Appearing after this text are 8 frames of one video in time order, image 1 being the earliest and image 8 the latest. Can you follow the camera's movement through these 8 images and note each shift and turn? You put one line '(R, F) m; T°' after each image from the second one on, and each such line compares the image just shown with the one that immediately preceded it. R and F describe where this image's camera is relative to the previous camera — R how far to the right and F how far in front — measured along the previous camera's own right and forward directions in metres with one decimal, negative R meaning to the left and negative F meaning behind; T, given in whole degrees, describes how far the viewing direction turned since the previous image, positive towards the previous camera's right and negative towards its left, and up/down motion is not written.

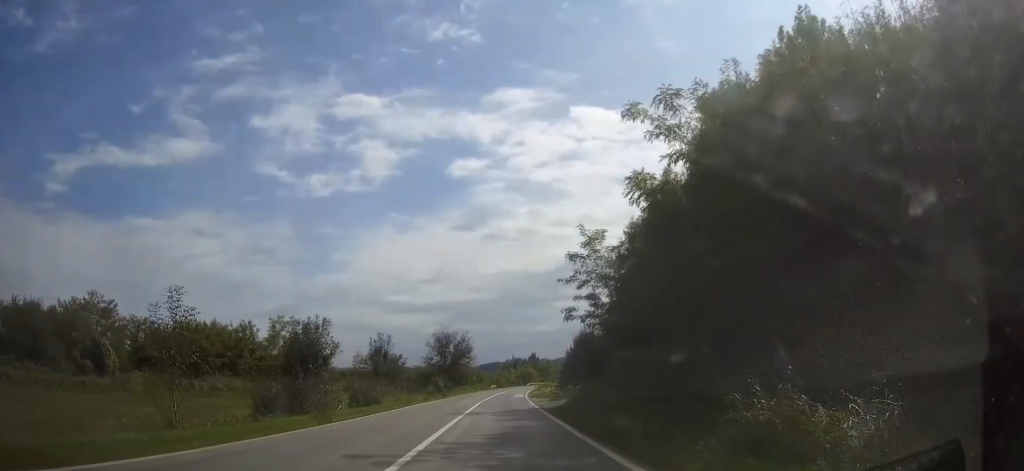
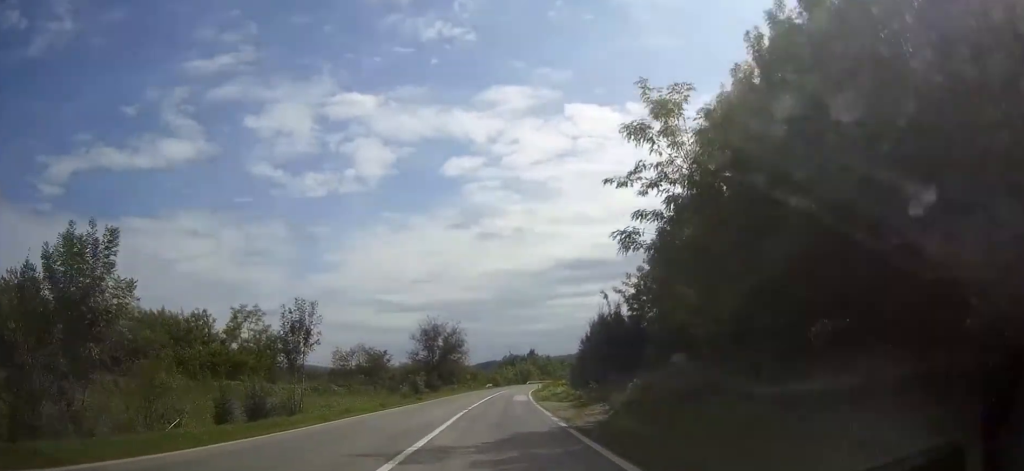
(0.0, +17.3) m; 0°
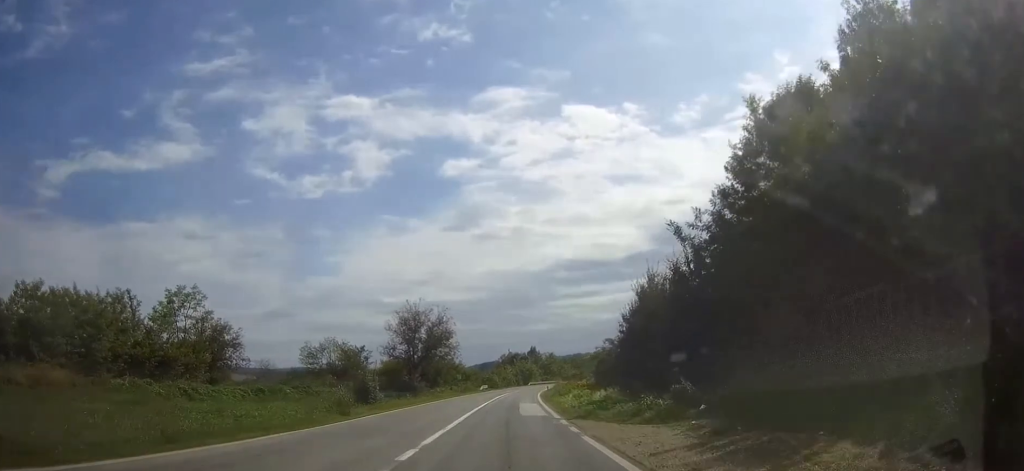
(+0.1, +22.1) m; +1°
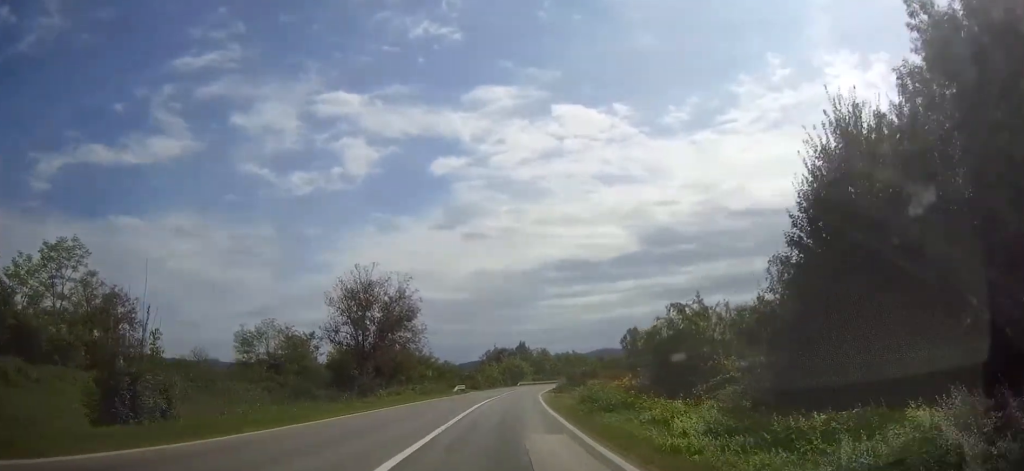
(+0.1, +25.3) m; +1°
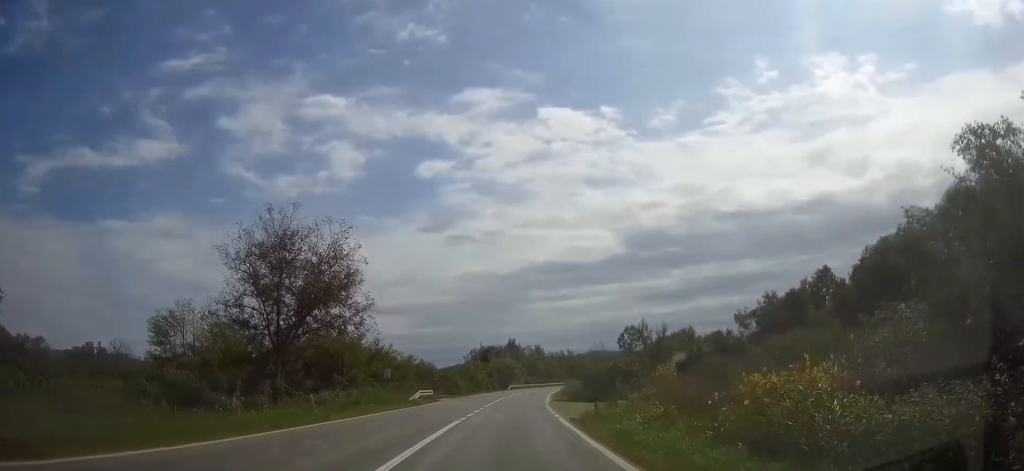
(+0.3, +22.4) m; +1°
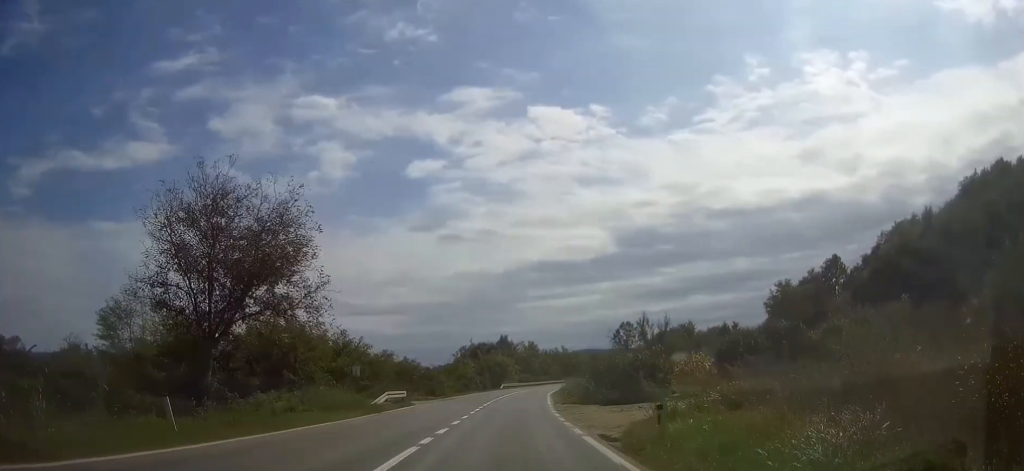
(+0.1, +9.4) m; 0°
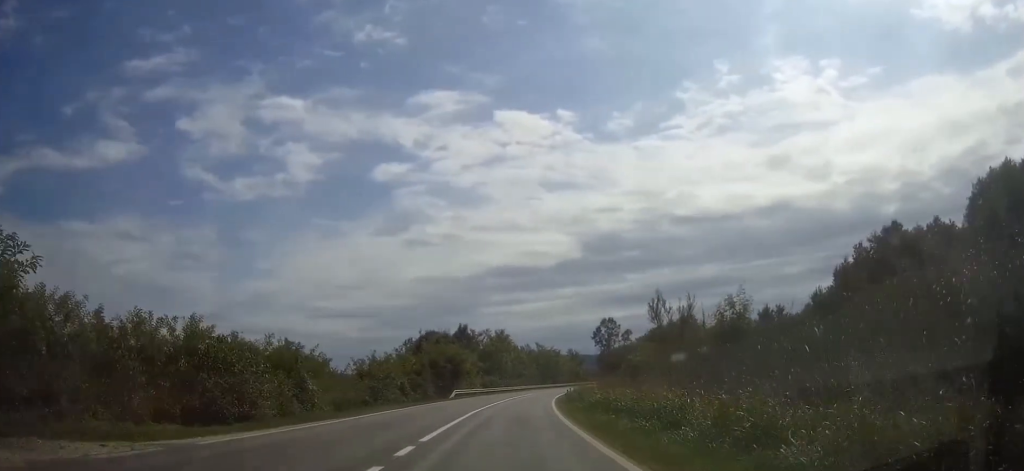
(+0.6, +39.0) m; +3°
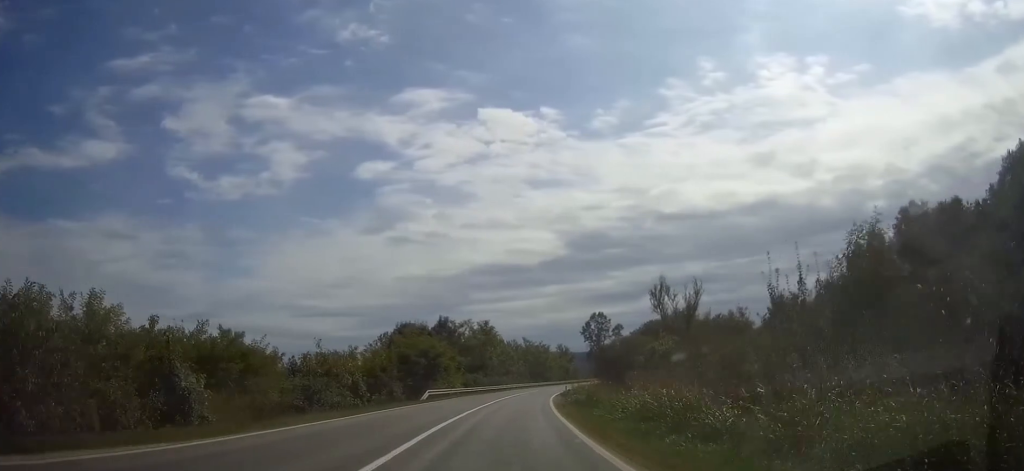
(0.0, +10.6) m; +1°
